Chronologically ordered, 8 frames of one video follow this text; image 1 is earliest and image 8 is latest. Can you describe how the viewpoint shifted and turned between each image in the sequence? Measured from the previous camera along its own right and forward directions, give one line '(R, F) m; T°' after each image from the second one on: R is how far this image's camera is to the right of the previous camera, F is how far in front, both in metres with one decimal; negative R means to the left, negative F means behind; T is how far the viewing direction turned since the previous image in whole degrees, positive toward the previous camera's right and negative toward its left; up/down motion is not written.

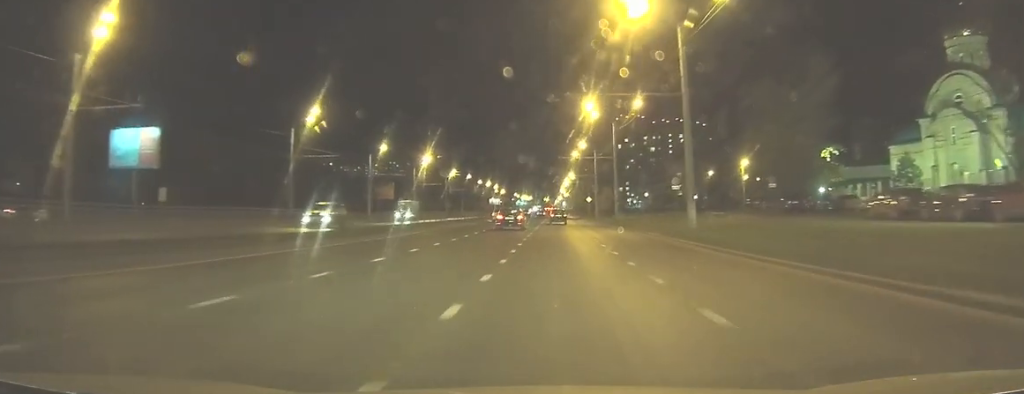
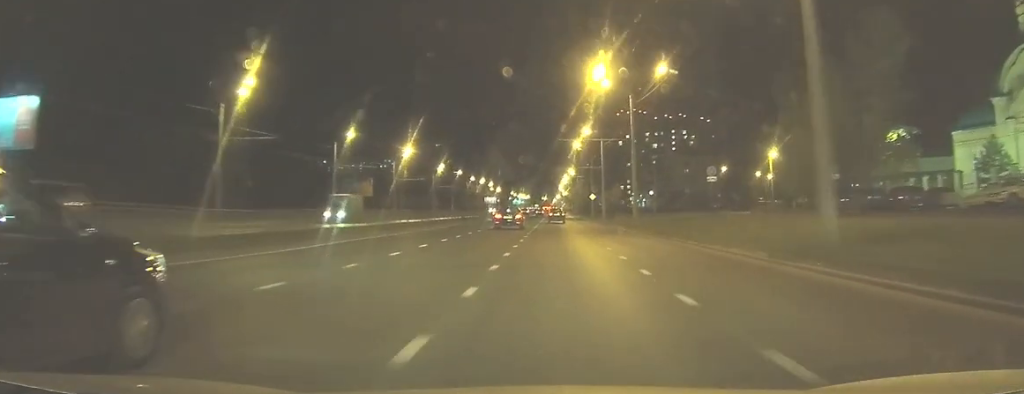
(-0.2, +14.7) m; 0°
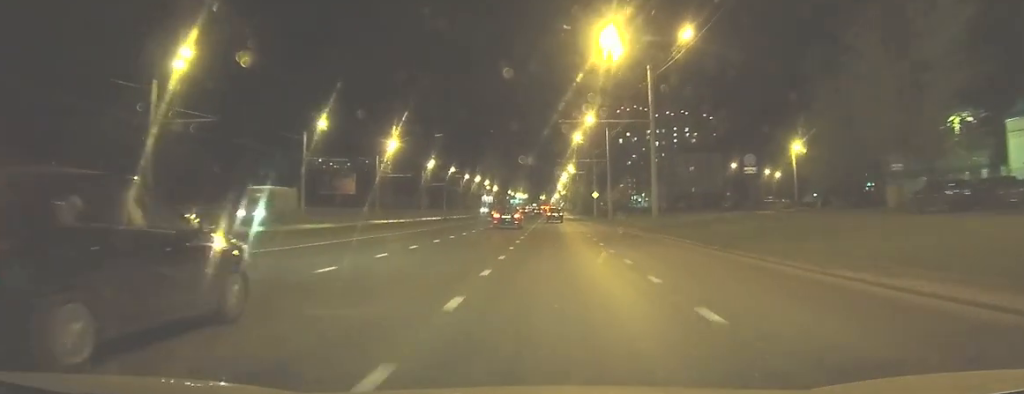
(0.0, +9.6) m; 0°
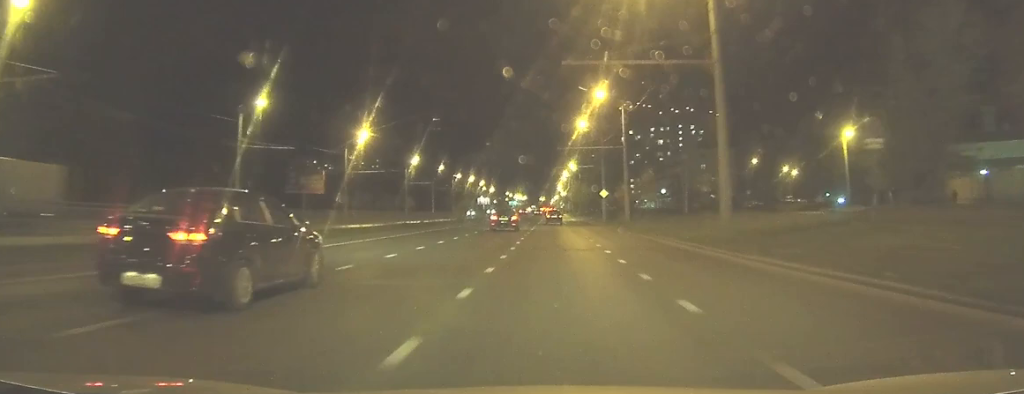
(0.0, +15.2) m; 0°
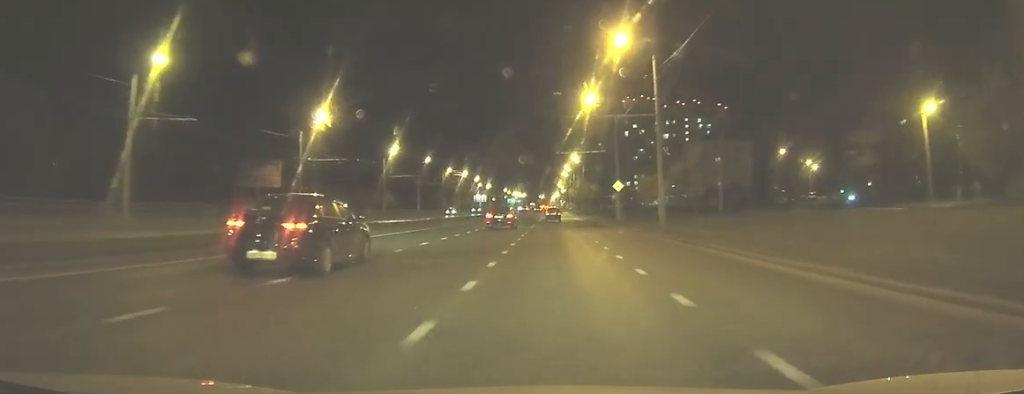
(0.0, +15.8) m; 0°
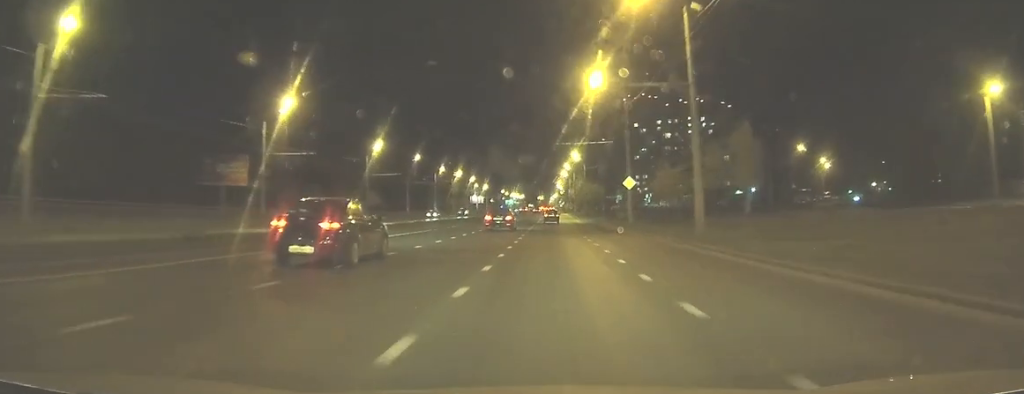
(0.0, +9.1) m; 0°
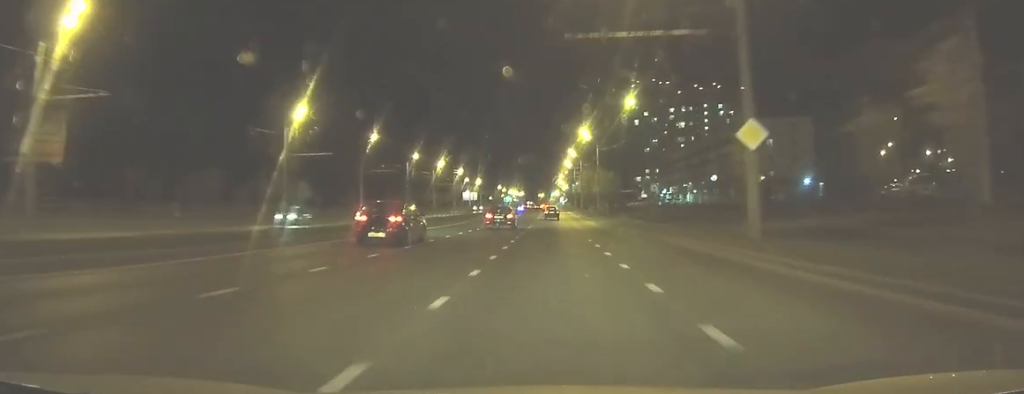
(-0.1, +30.1) m; -1°
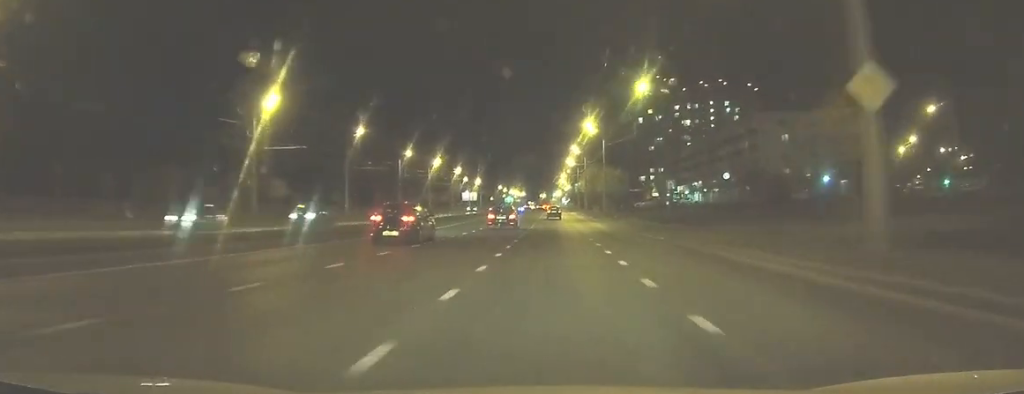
(0.0, +7.4) m; 0°
